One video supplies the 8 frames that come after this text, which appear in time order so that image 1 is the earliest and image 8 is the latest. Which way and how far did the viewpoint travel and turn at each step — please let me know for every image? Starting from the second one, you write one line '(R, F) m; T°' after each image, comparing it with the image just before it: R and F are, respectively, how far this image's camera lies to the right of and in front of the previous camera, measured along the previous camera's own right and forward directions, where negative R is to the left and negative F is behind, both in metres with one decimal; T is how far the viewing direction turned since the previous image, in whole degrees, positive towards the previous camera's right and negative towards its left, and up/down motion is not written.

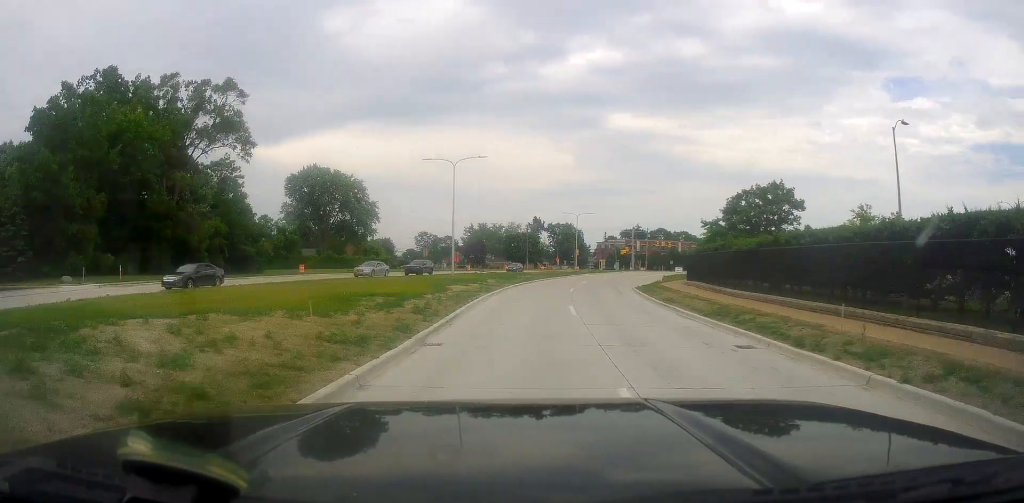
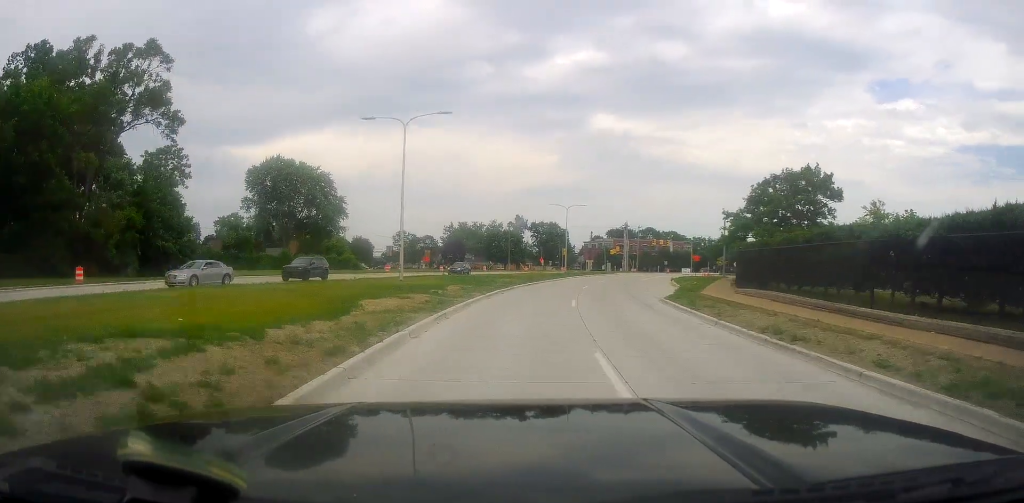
(+0.6, +13.3) m; +4°
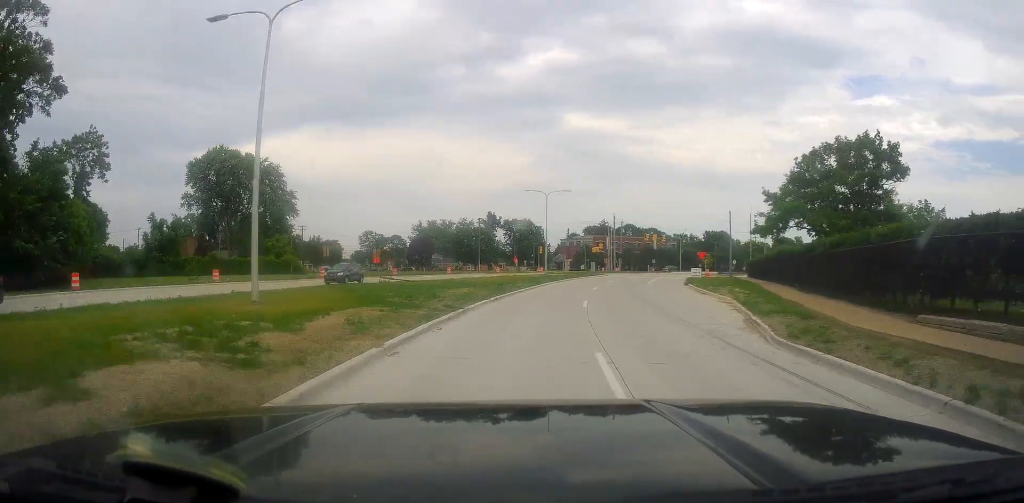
(+0.7, +15.4) m; +3°
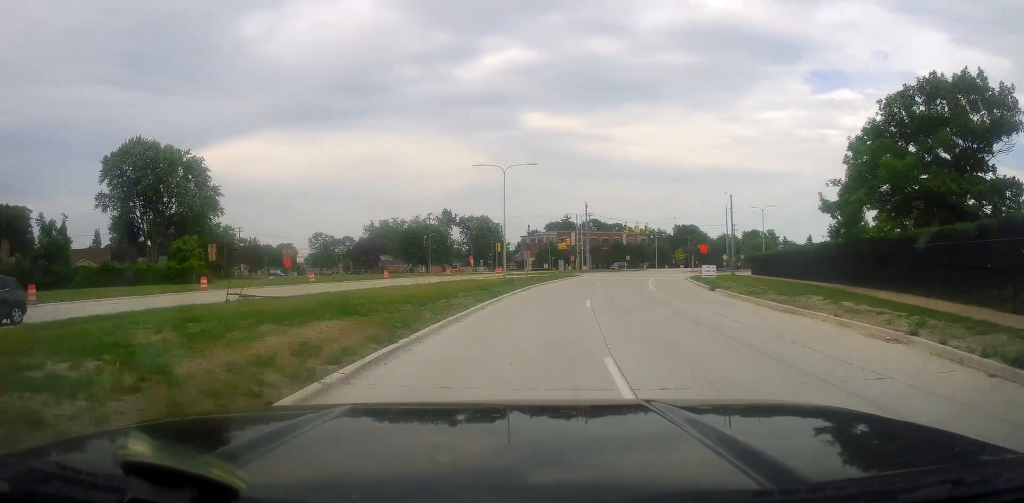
(+0.2, +16.8) m; +2°
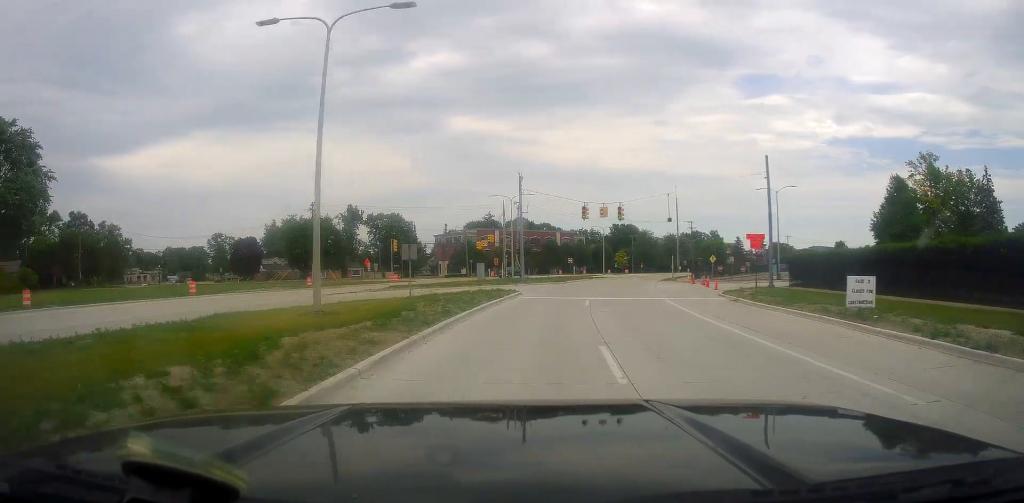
(+2.3, +30.4) m; +8°
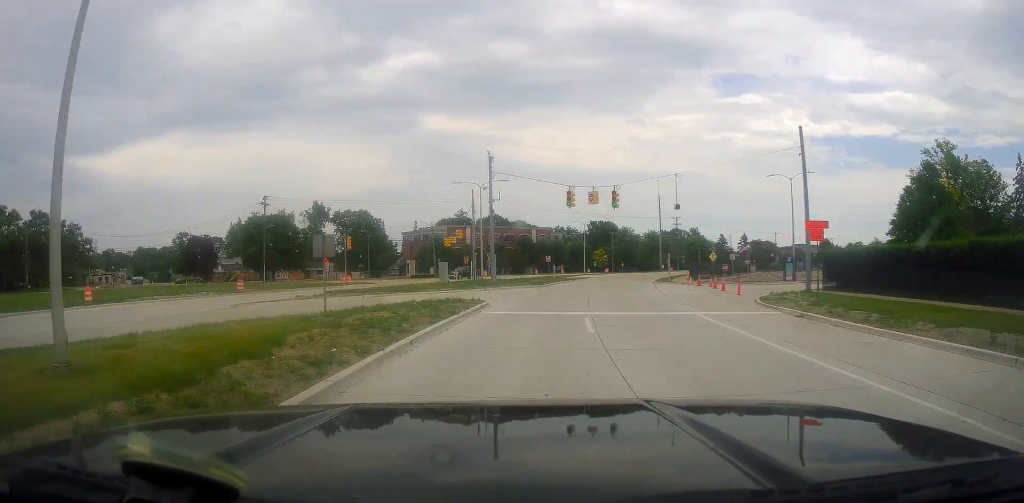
(+0.3, +9.8) m; +2°
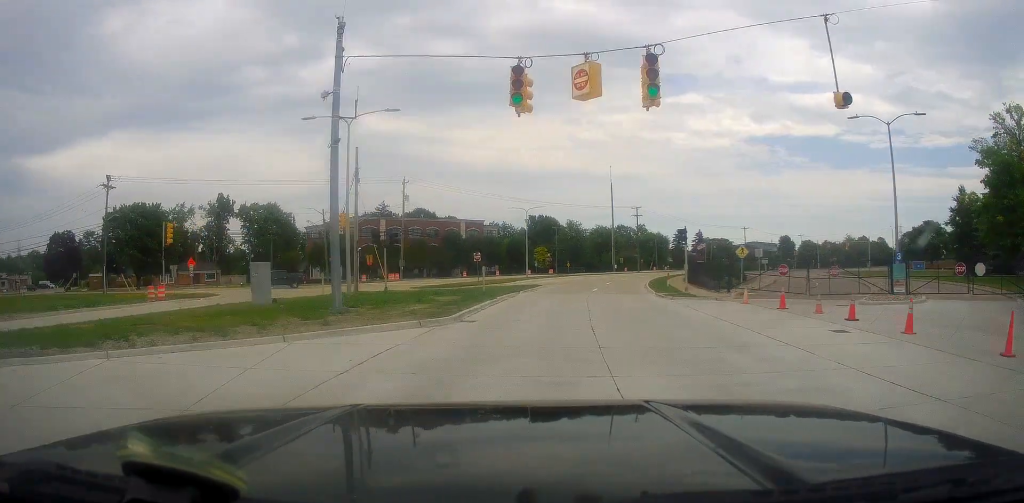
(+1.2, +25.5) m; +7°
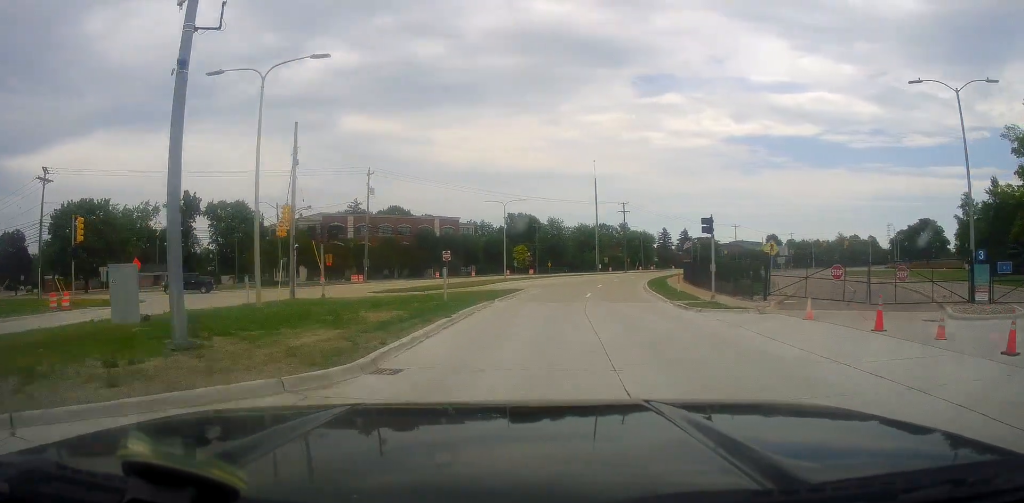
(+0.2, +8.4) m; +2°
